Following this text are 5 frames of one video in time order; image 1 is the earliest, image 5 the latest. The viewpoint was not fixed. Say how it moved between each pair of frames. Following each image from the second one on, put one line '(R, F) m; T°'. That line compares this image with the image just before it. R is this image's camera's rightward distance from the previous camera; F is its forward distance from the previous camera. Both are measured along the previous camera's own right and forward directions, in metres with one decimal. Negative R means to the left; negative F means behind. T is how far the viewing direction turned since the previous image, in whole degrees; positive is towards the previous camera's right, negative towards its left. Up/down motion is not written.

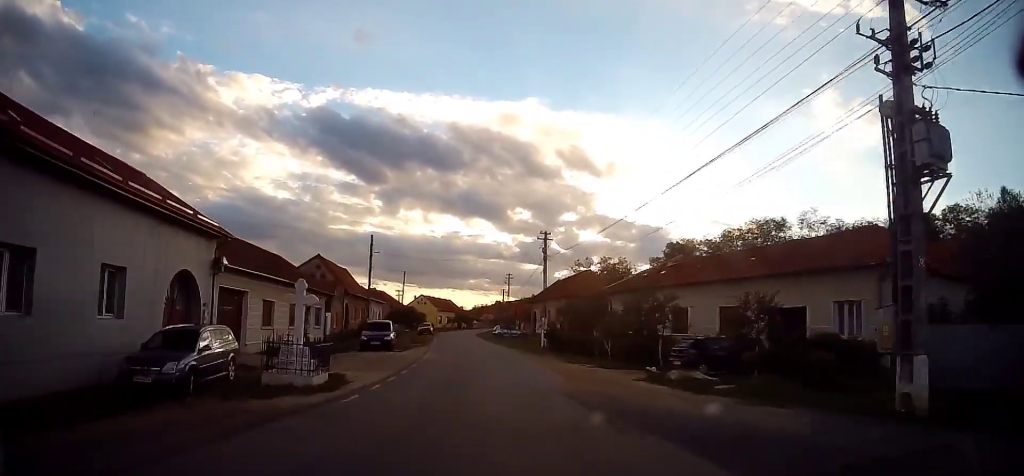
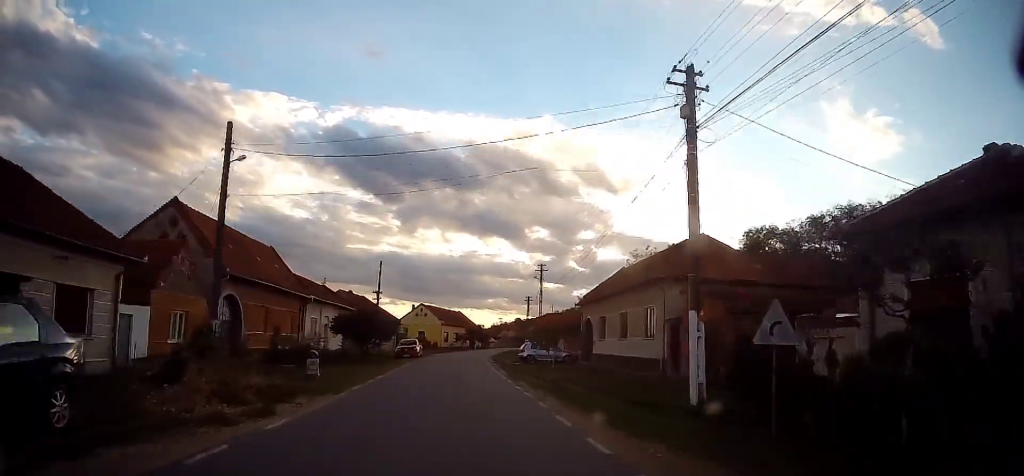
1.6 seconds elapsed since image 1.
(+0.1, +25.3) m; -1°
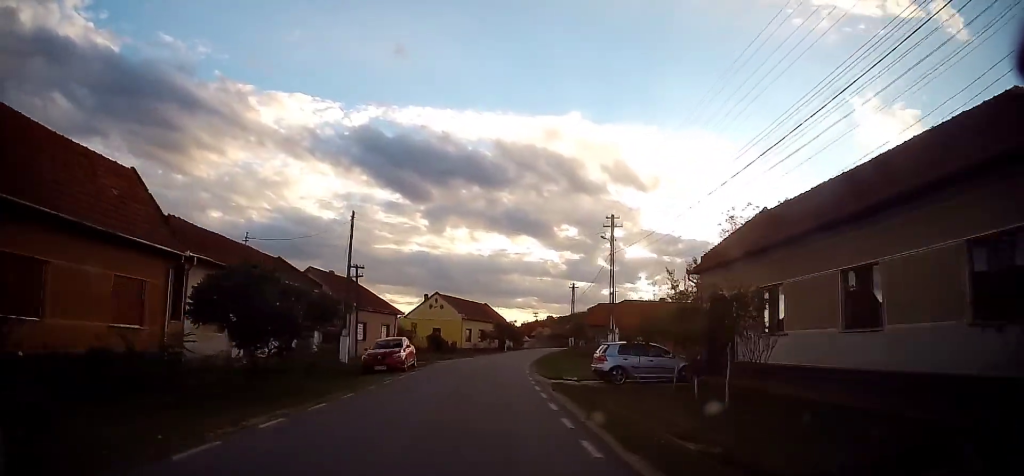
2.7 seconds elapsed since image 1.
(-0.6, +18.1) m; -3°
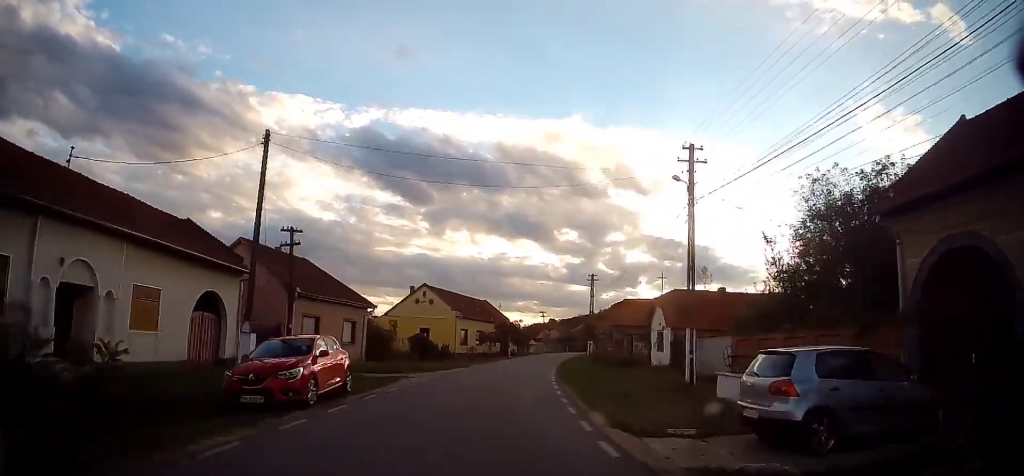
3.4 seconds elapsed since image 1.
(-0.2, +11.8) m; 0°
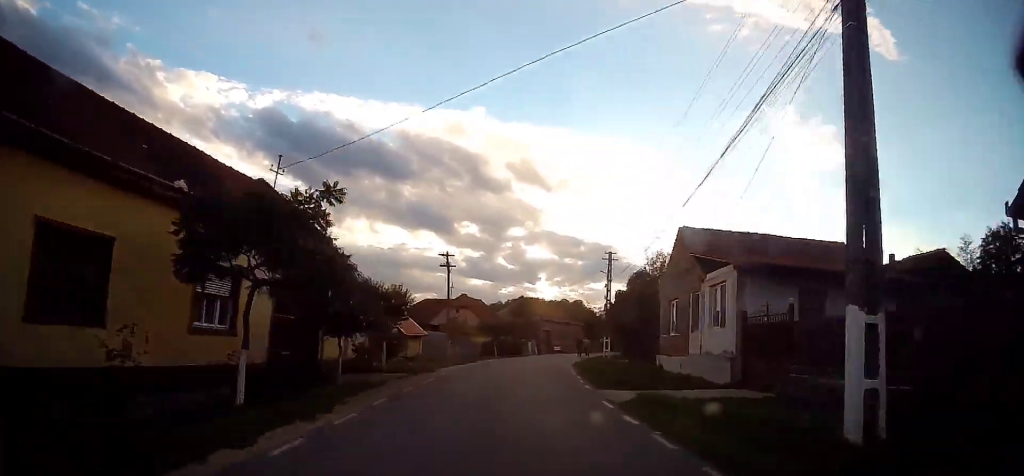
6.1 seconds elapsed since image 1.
(+3.2, +47.5) m; +9°
